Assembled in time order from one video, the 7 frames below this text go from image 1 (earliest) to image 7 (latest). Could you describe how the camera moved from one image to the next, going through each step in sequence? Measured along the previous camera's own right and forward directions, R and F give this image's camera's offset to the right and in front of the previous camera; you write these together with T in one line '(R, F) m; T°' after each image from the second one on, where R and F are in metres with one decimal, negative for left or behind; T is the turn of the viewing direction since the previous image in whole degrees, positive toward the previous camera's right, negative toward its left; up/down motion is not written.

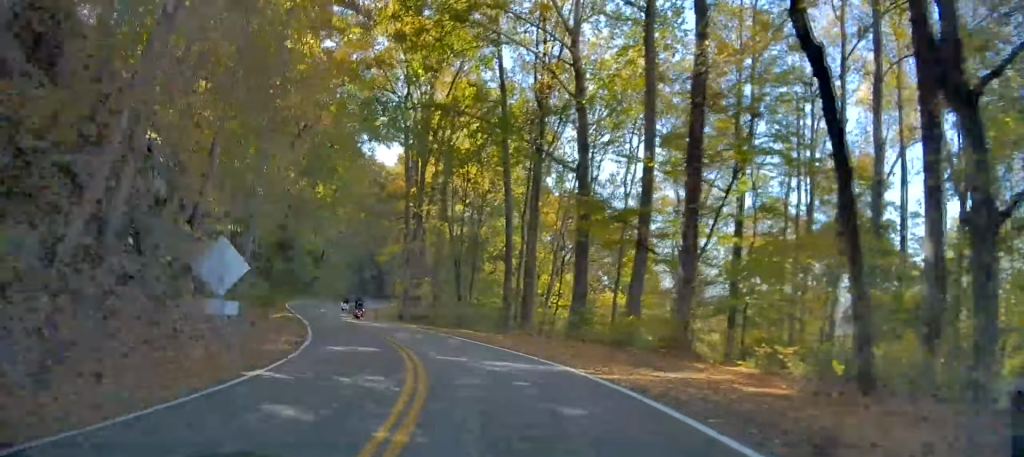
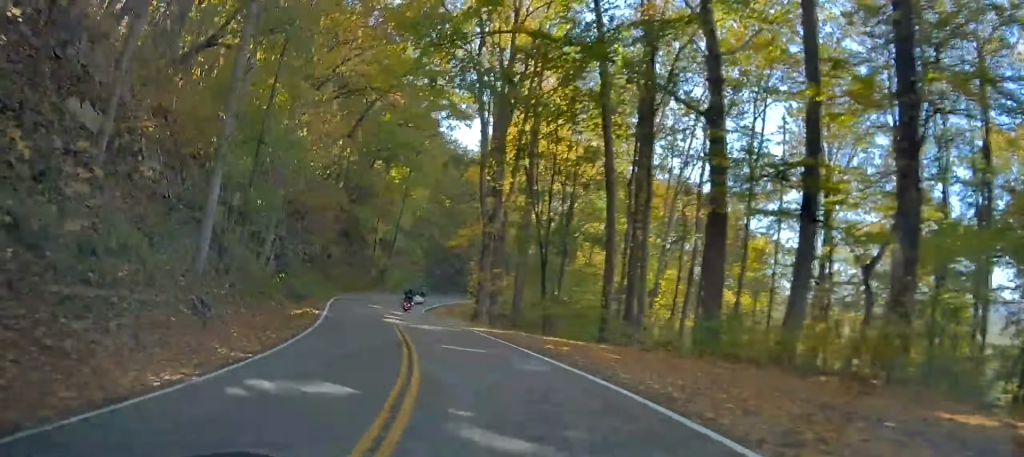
(-0.2, +10.0) m; -4°
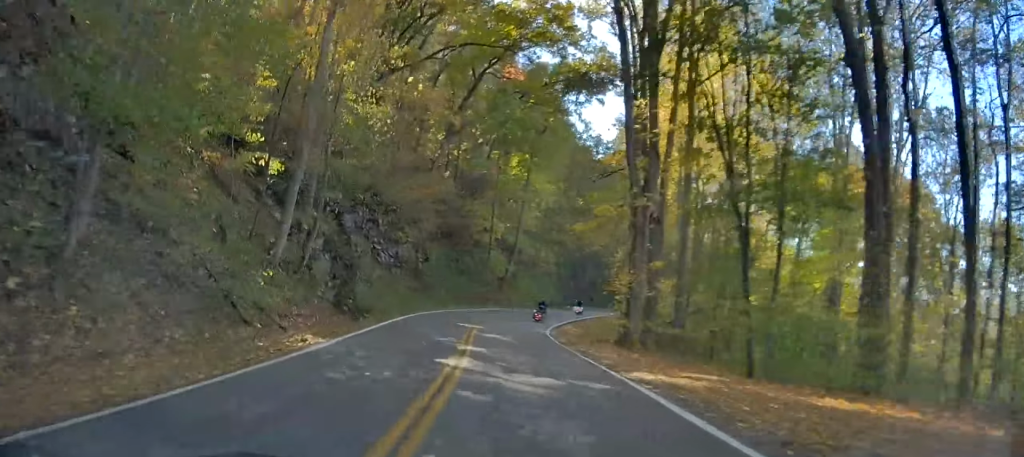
(-0.8, +14.9) m; -6°
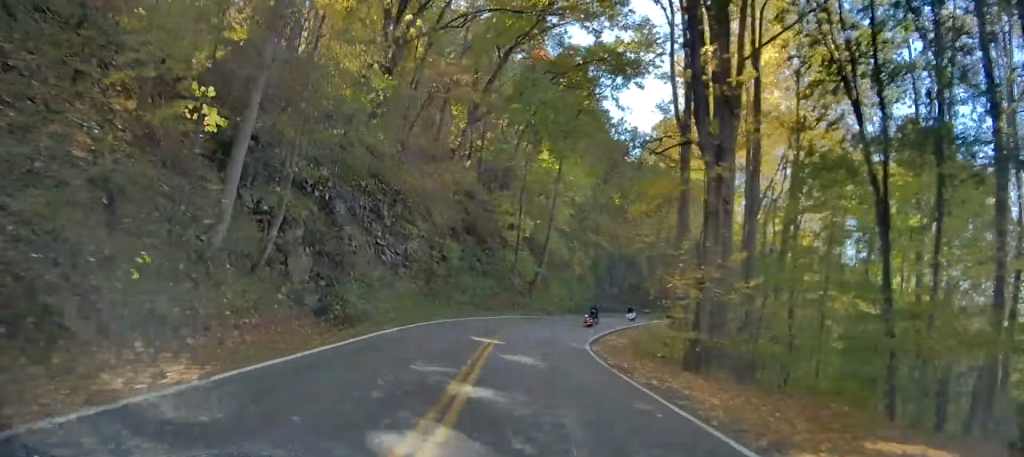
(-0.3, +7.0) m; -2°
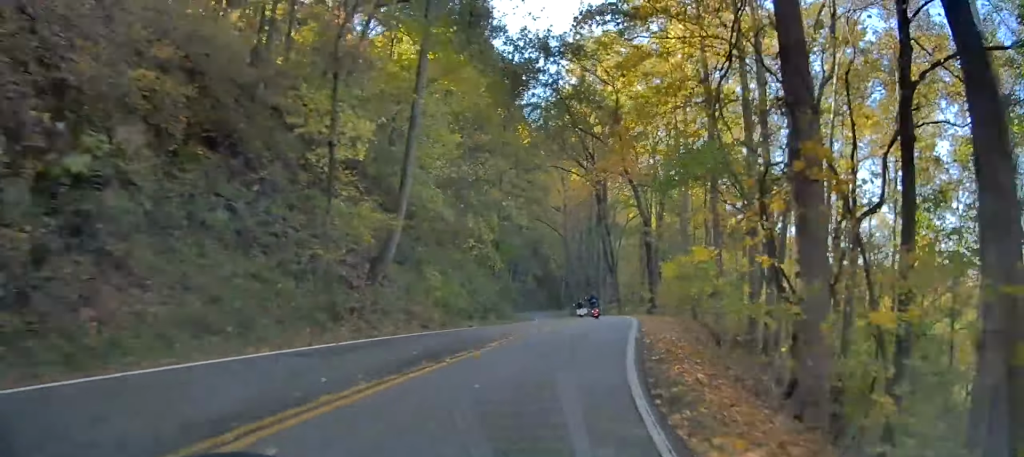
(-1.3, +29.3) m; -1°
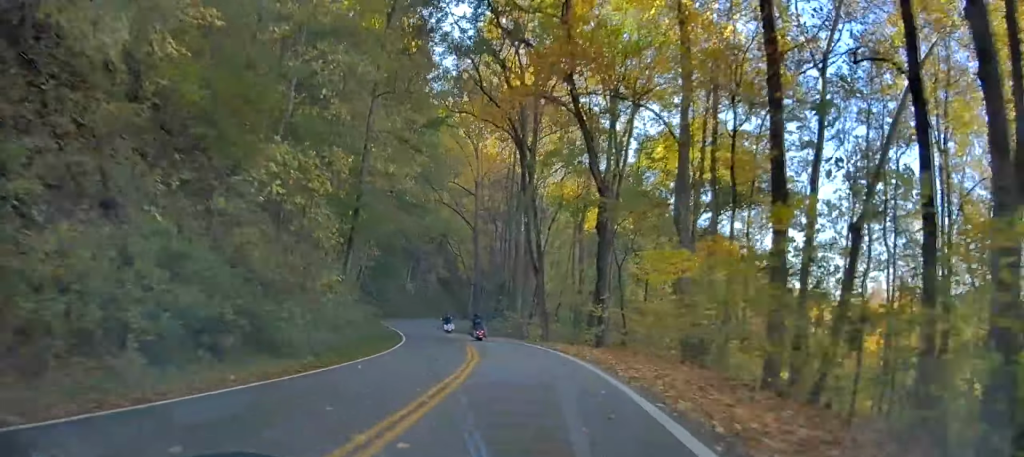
(+0.8, +23.4) m; +2°
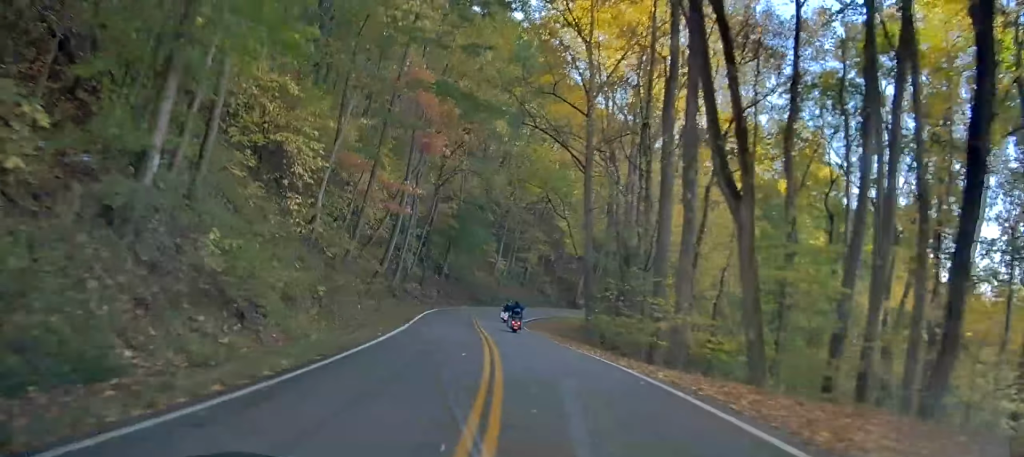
(-0.1, +27.3) m; -3°
